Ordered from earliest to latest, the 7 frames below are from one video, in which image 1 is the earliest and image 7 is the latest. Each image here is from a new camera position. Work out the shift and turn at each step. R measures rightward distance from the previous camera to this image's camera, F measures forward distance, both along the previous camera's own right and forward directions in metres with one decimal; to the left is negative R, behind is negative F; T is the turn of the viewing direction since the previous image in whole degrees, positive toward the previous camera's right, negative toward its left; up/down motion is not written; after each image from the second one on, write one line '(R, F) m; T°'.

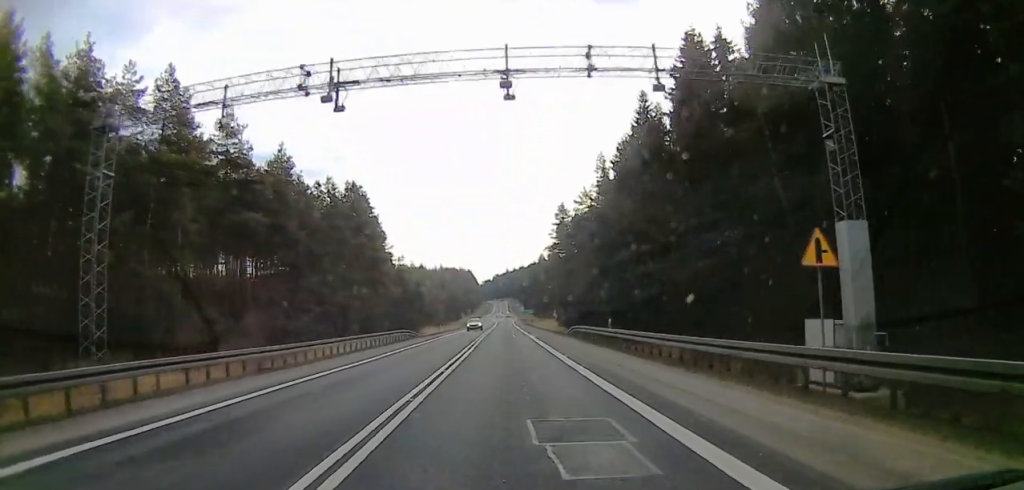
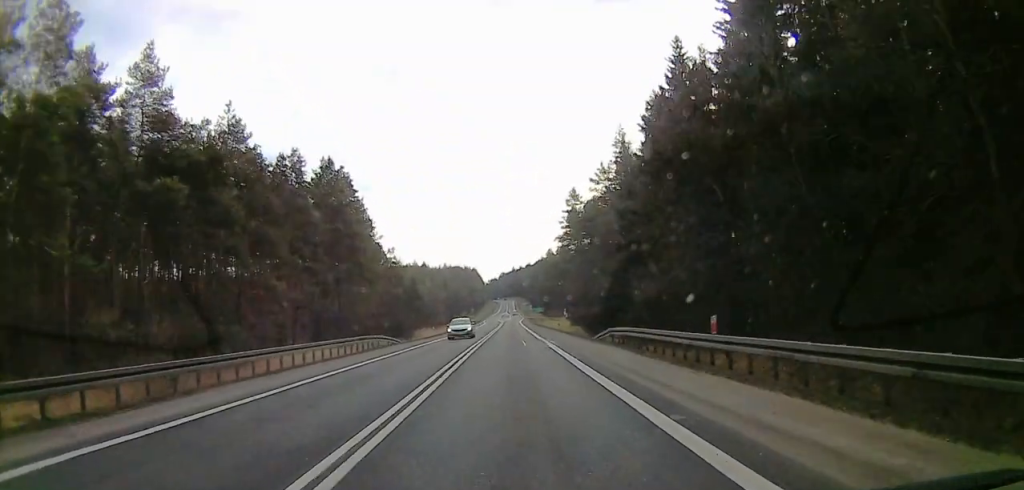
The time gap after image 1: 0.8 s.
(-0.1, +14.2) m; -1°
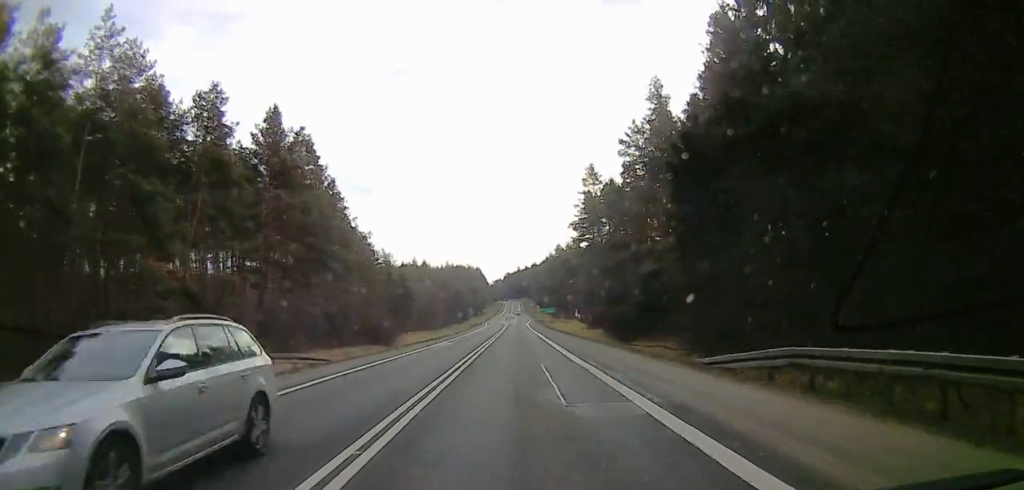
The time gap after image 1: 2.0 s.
(0.0, +19.4) m; -2°
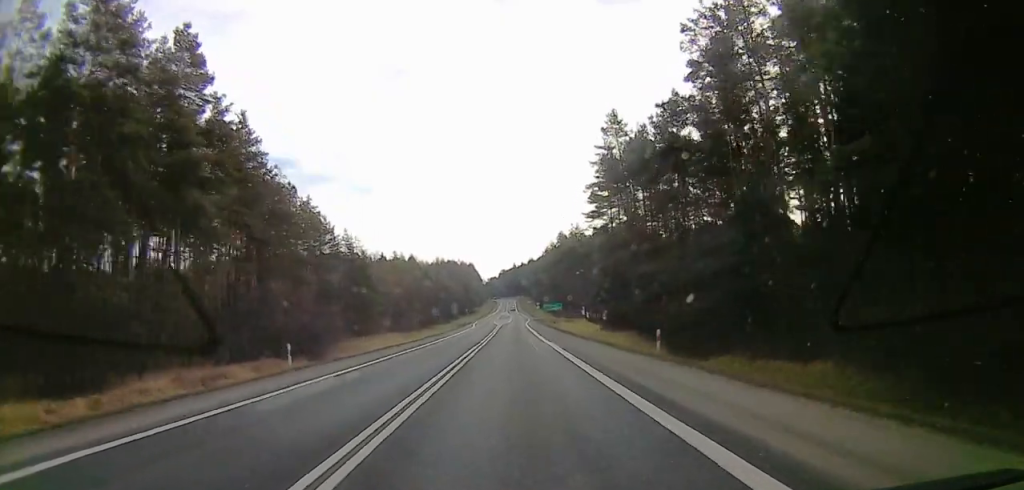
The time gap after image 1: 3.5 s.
(-0.3, +27.2) m; 0°
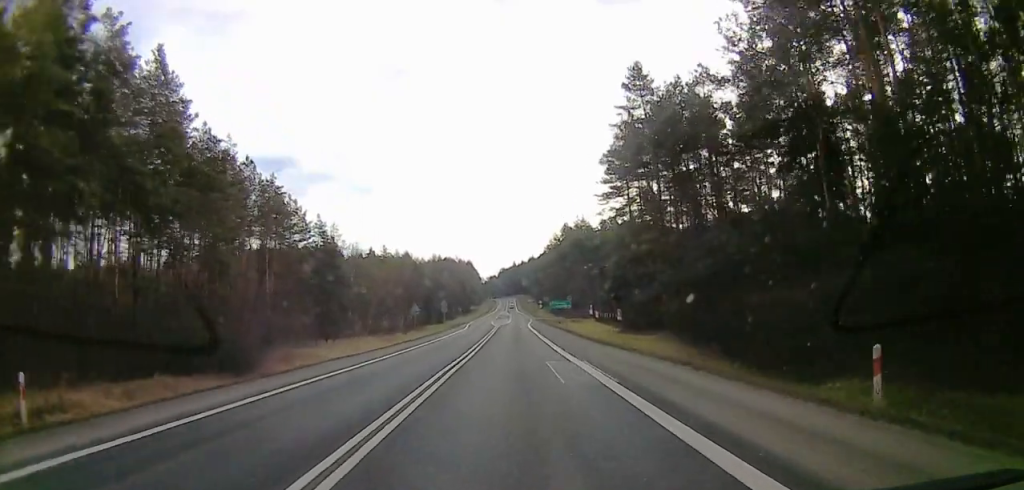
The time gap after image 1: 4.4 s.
(+0.1, +14.5) m; 0°
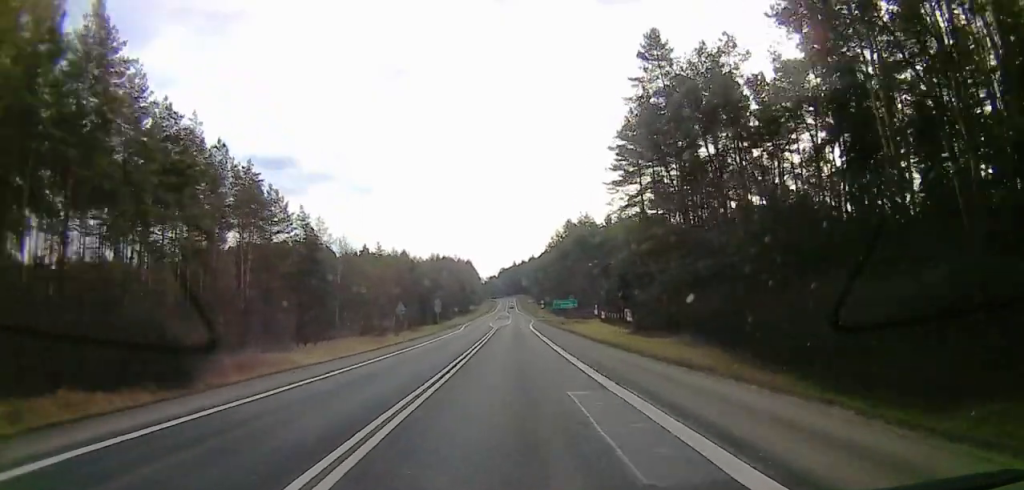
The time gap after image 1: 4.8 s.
(-0.2, +7.6) m; 0°
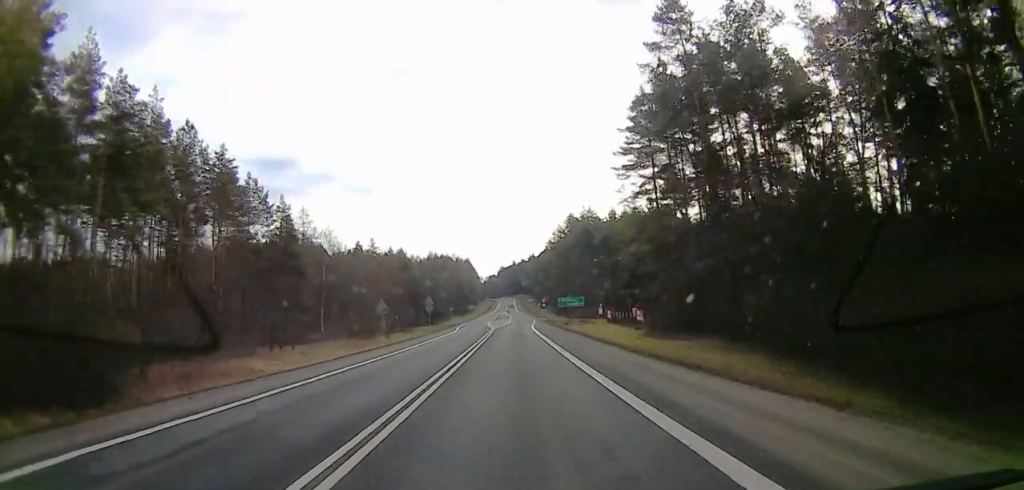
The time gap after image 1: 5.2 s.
(-0.1, +7.0) m; 0°
